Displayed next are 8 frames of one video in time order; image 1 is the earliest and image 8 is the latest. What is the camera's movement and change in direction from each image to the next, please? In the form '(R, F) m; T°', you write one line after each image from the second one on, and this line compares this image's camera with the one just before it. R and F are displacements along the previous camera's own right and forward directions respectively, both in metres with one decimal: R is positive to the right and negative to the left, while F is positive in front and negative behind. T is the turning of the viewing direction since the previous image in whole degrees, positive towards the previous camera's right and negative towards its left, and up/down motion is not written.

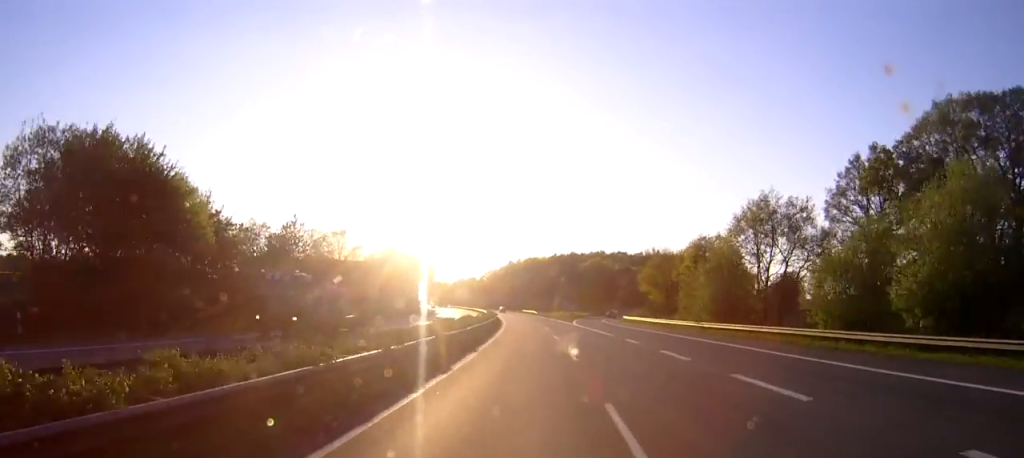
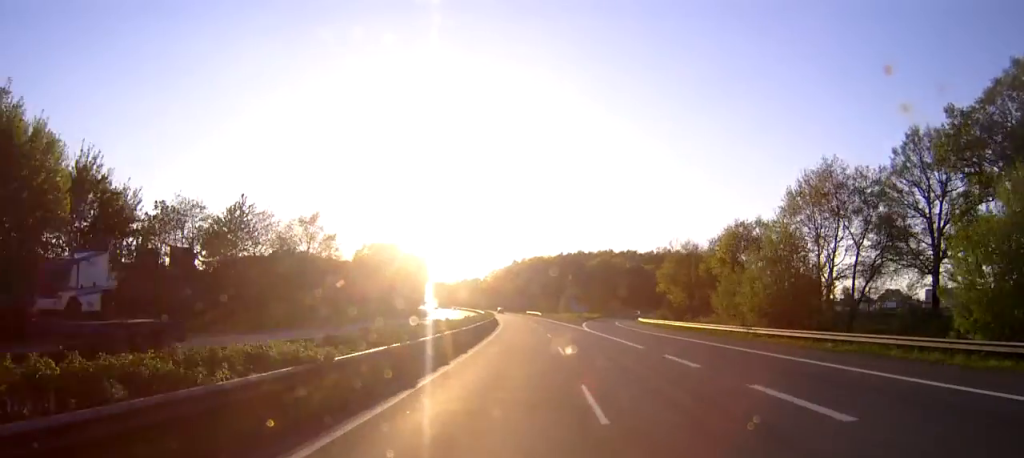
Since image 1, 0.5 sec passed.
(-0.1, +14.6) m; 0°
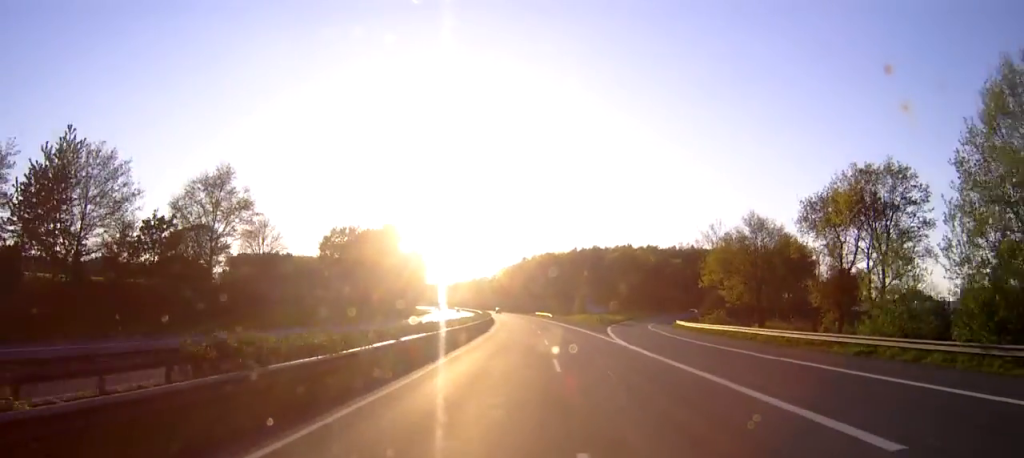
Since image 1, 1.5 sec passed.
(-0.2, +26.4) m; -1°
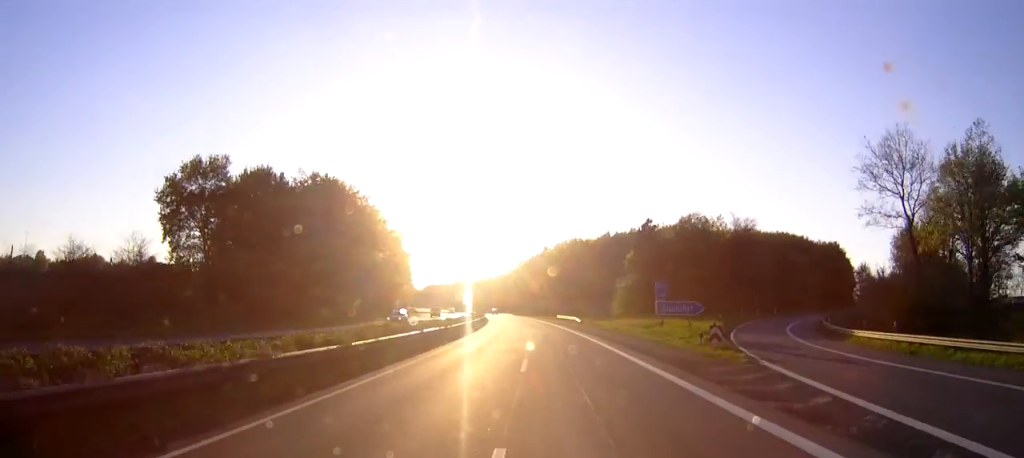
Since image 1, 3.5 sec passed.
(-1.0, +53.7) m; -2°
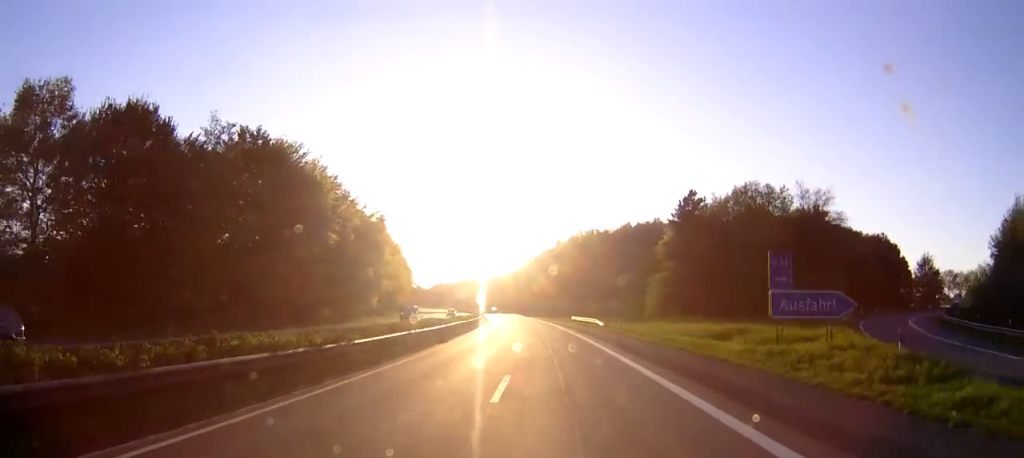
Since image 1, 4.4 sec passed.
(-0.3, +25.5) m; -1°
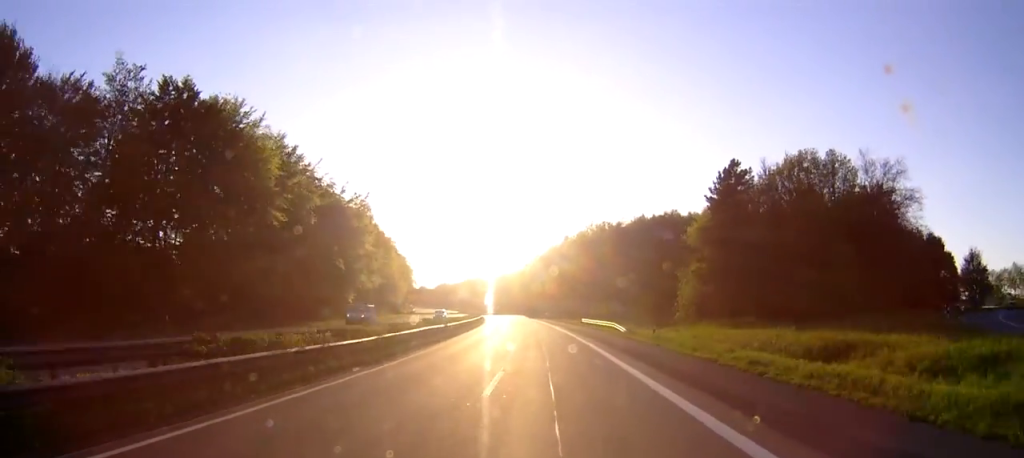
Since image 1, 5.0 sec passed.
(-0.1, +16.4) m; -1°
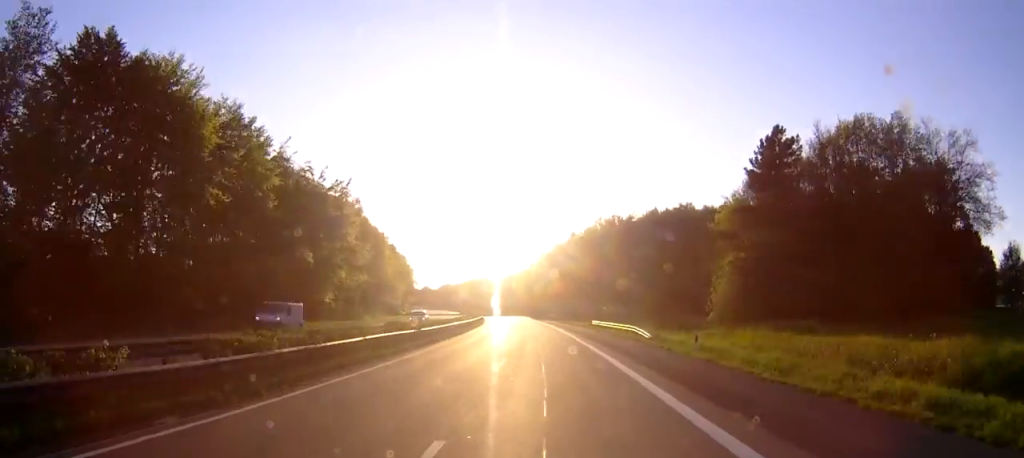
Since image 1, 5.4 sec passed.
(-0.1, +11.8) m; 0°
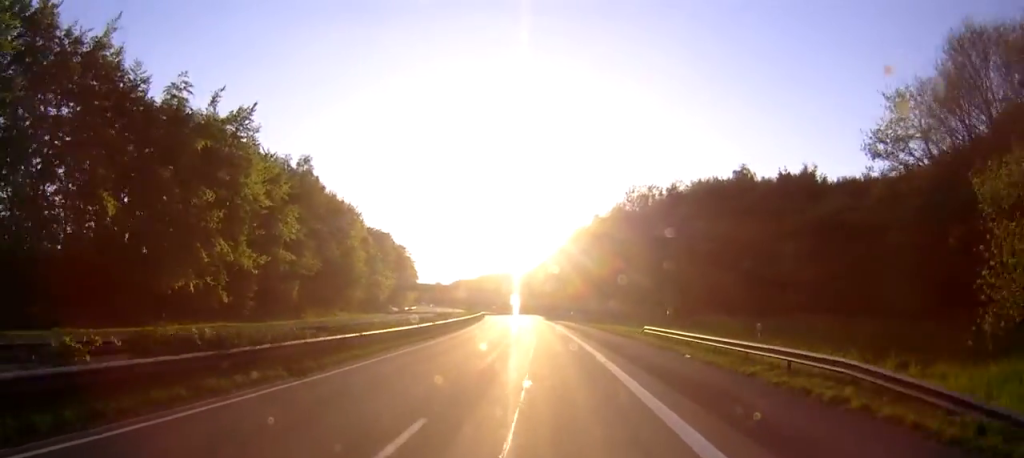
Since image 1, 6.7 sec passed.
(-0.4, +34.5) m; -2°
